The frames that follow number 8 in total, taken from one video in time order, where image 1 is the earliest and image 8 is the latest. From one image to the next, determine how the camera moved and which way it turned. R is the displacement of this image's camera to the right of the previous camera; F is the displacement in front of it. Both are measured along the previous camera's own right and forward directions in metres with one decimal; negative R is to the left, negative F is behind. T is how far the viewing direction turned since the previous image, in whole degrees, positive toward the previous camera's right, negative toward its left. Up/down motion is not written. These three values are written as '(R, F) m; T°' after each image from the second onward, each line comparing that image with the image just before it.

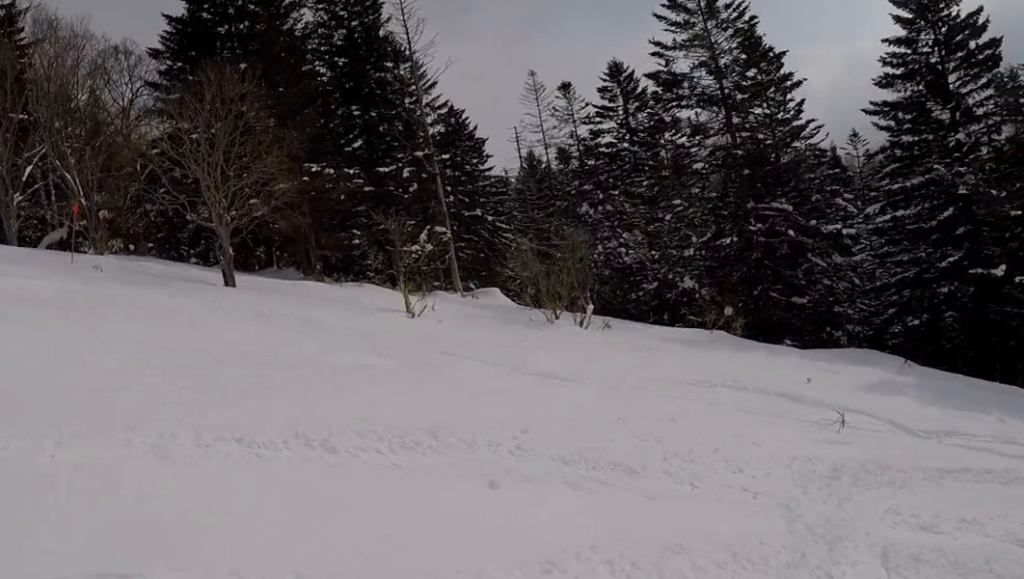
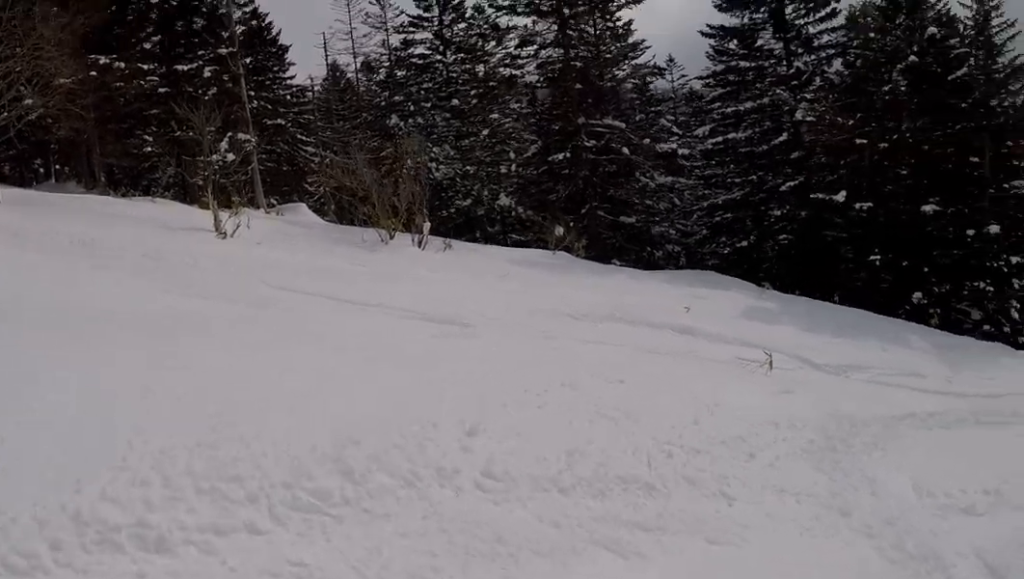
(+0.2, +2.2) m; +25°
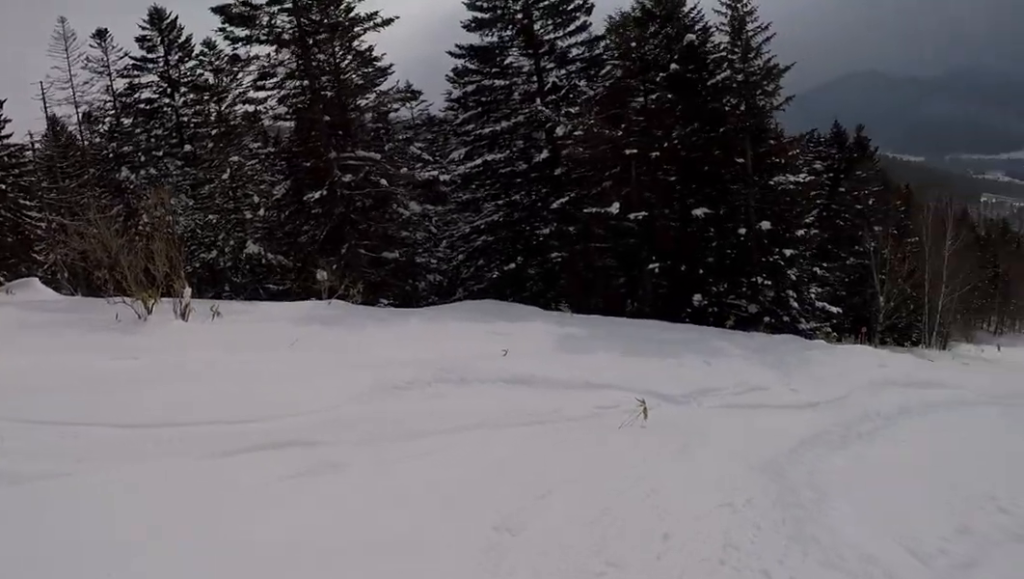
(+0.4, +2.1) m; +37°
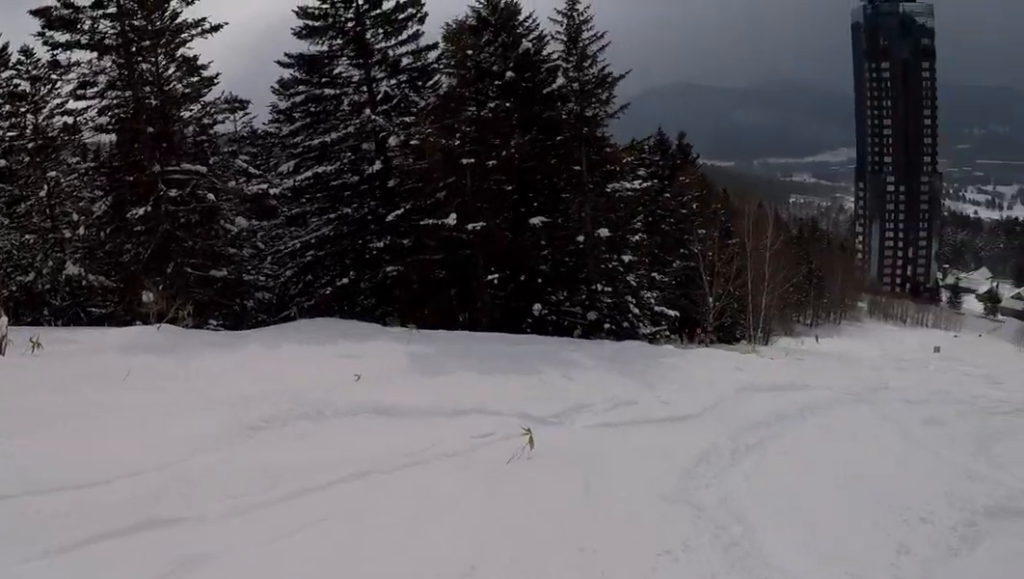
(+0.7, +1.9) m; +13°
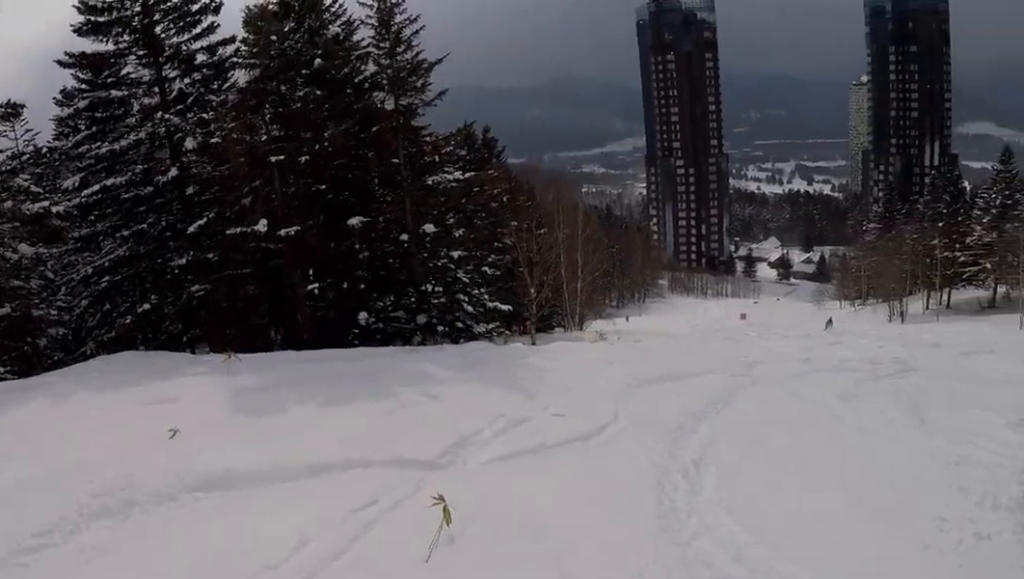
(+0.9, +4.8) m; +18°
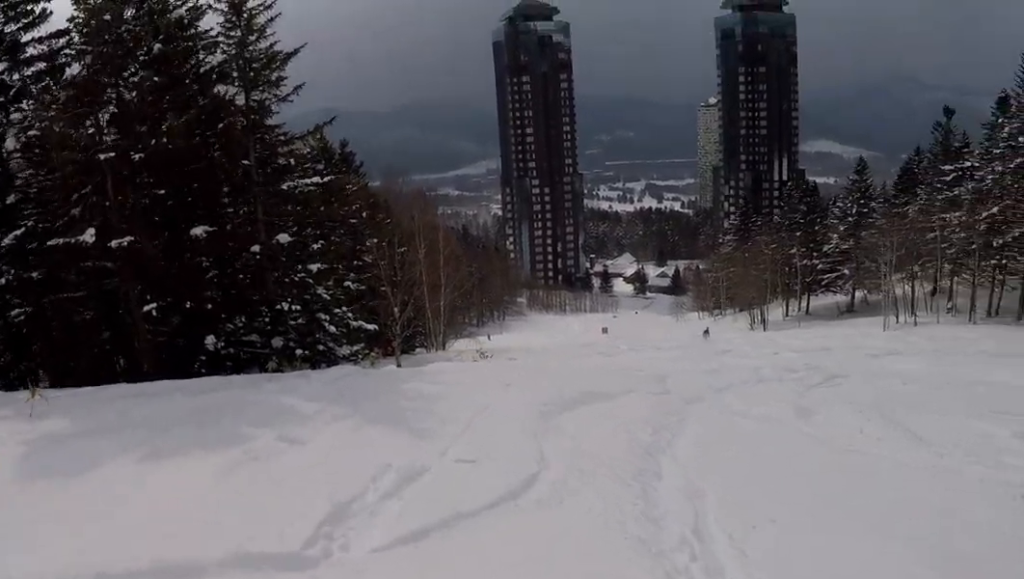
(+0.3, +3.7) m; +15°
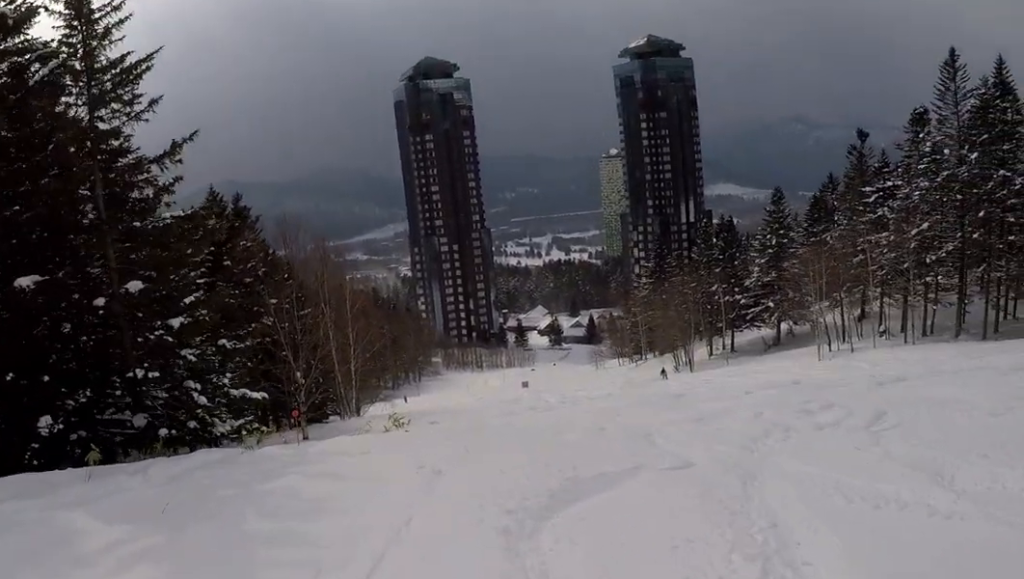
(+0.8, +4.7) m; +27°
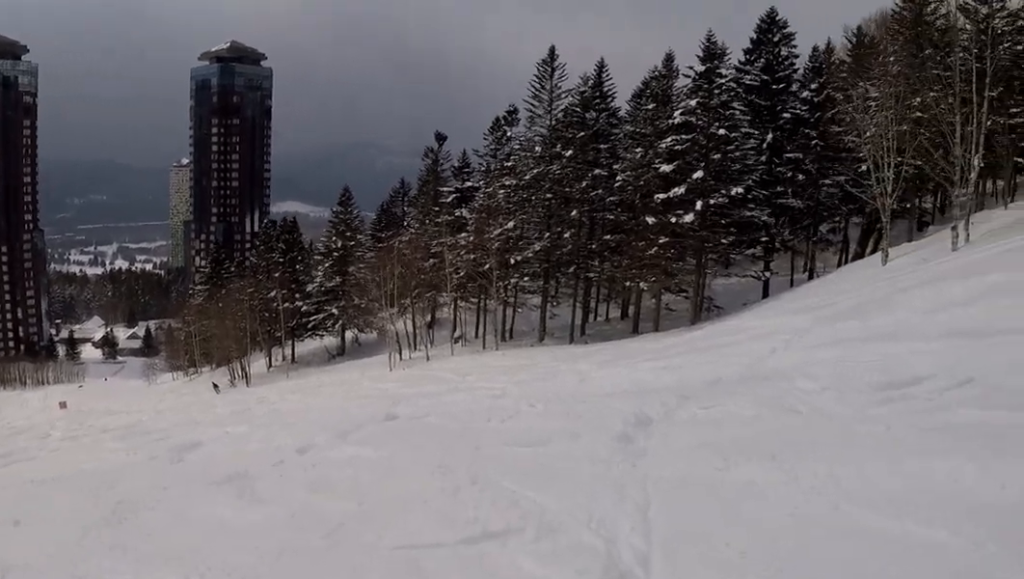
(+4.8, +10.0) m; +34°
